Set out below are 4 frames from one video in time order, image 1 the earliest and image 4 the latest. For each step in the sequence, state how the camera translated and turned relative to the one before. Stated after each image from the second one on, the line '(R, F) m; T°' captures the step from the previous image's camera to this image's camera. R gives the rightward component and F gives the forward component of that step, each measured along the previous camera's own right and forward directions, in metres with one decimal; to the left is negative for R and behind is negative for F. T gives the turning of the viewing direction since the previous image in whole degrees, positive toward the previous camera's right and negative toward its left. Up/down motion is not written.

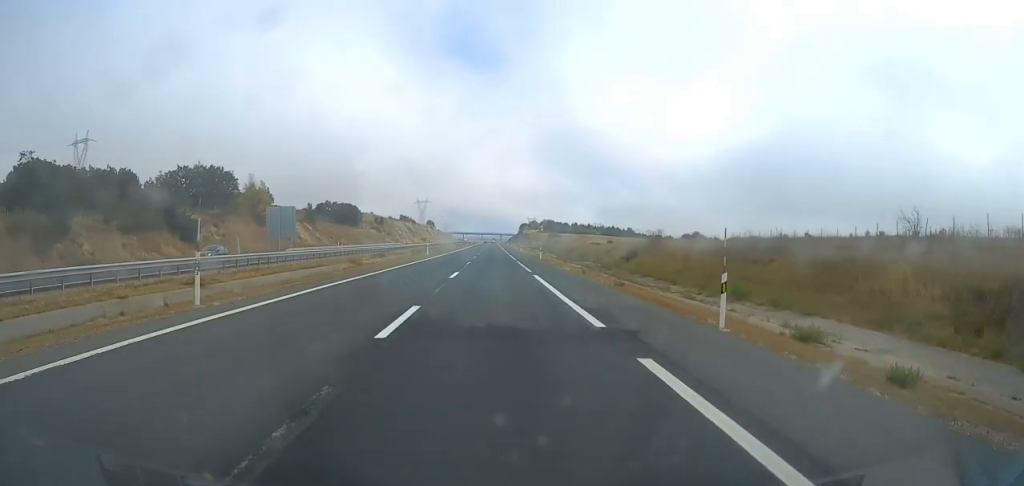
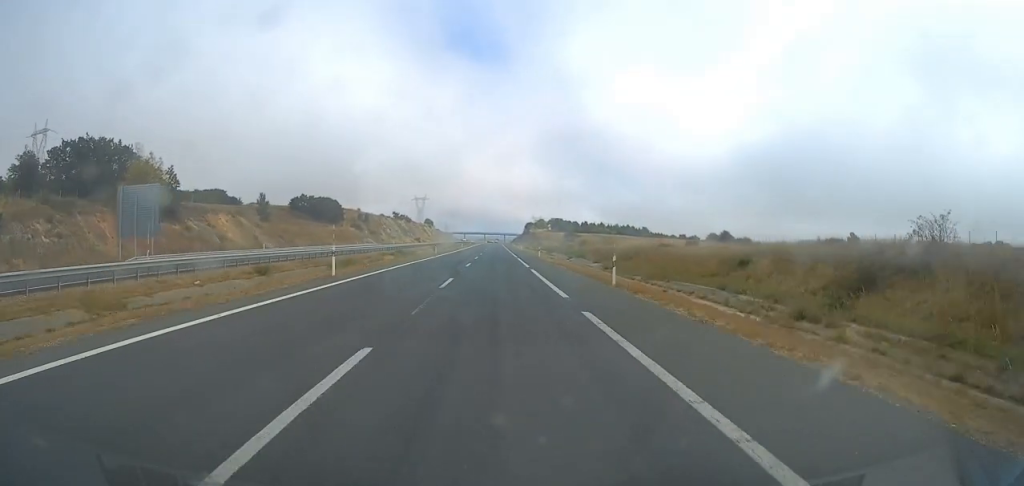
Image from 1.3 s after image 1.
(+0.1, +40.3) m; 0°
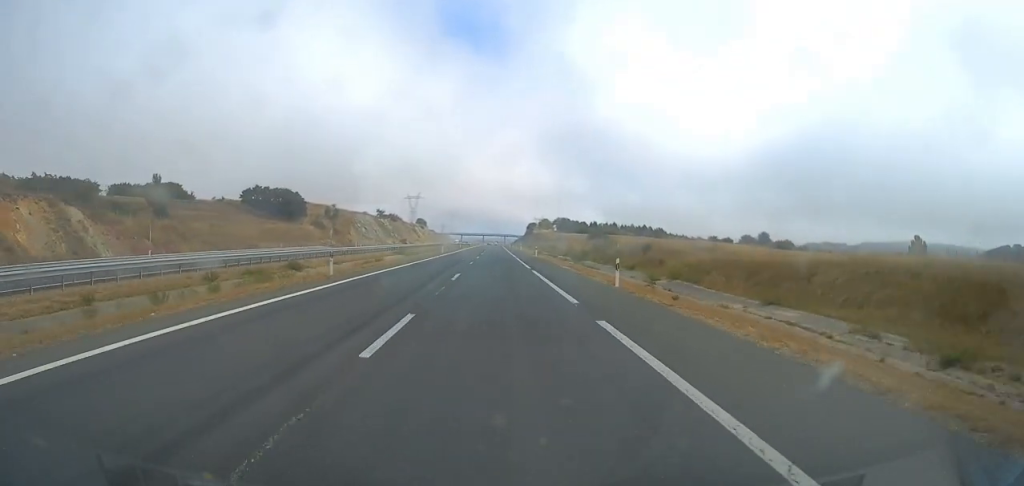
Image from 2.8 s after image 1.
(0.0, +47.7) m; 0°
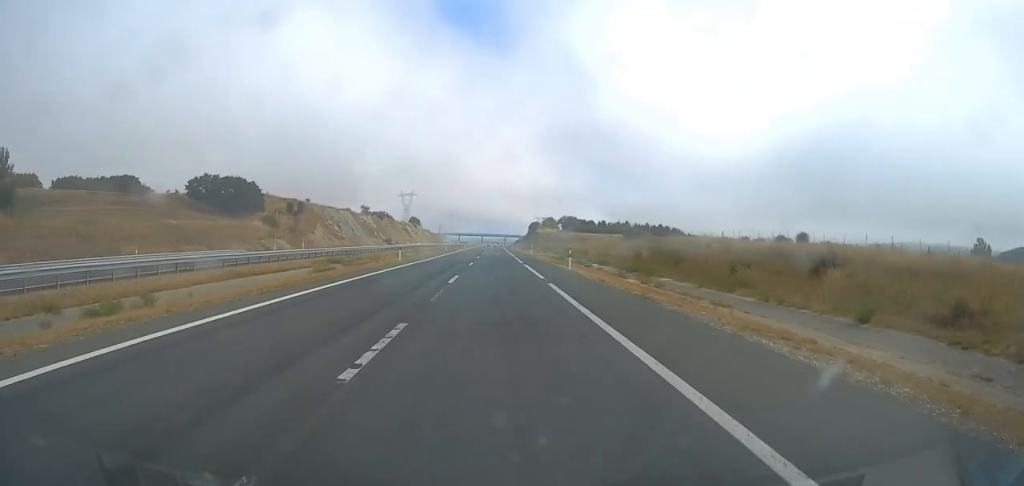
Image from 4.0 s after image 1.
(0.0, +36.0) m; 0°
